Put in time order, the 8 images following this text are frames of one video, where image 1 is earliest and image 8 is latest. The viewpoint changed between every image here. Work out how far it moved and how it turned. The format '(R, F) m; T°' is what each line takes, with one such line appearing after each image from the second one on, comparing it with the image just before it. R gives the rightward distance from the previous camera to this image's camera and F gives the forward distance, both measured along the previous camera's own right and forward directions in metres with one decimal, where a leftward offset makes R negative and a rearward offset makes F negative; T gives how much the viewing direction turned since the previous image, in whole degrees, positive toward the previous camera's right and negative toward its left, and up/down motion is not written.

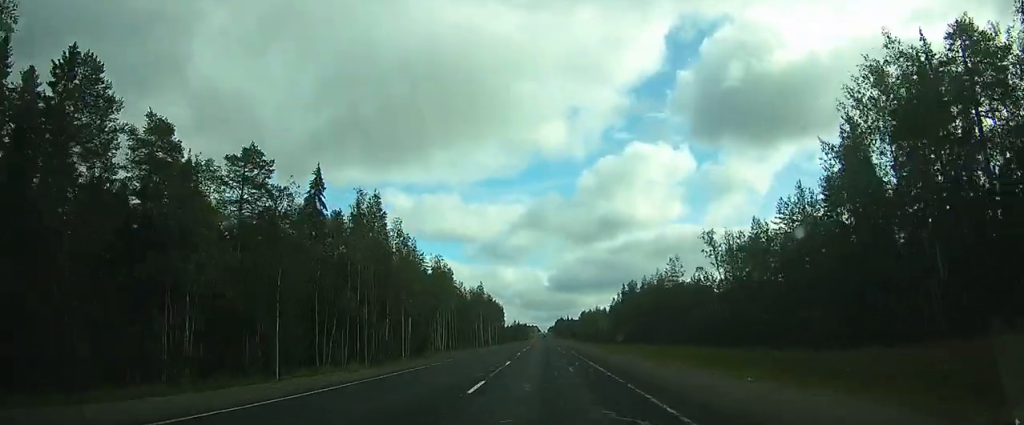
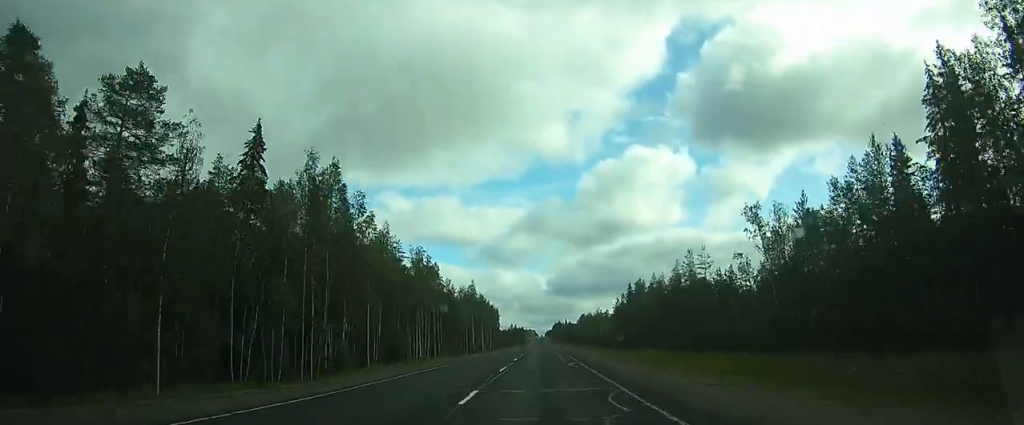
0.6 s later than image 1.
(0.0, +12.8) m; 0°
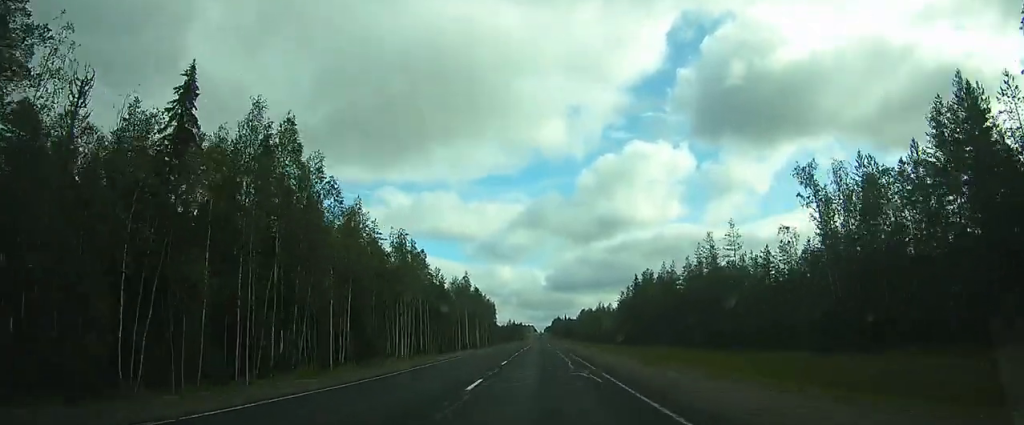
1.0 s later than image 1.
(0.0, +9.8) m; 0°
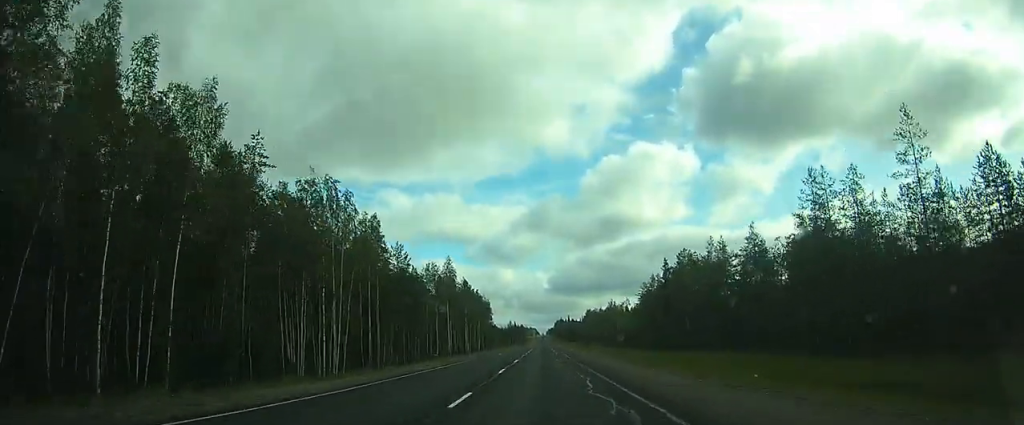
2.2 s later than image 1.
(0.0, +26.2) m; +1°
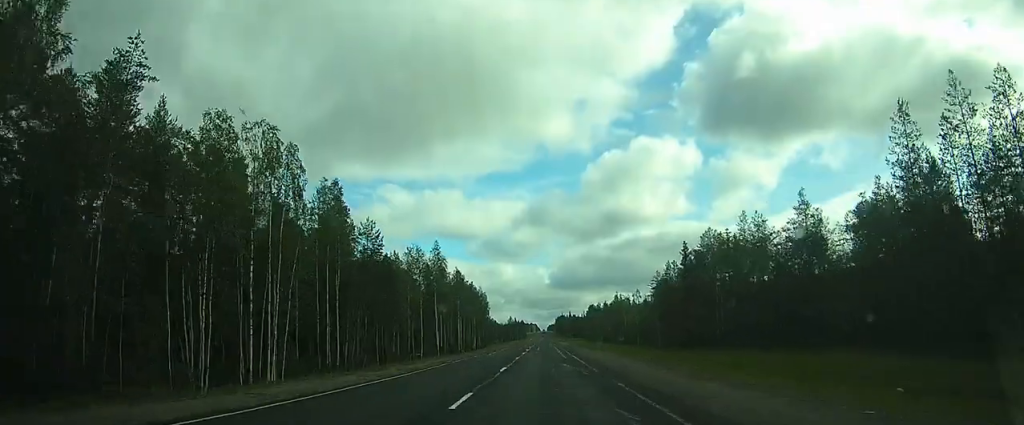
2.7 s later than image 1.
(+0.1, +12.0) m; 0°
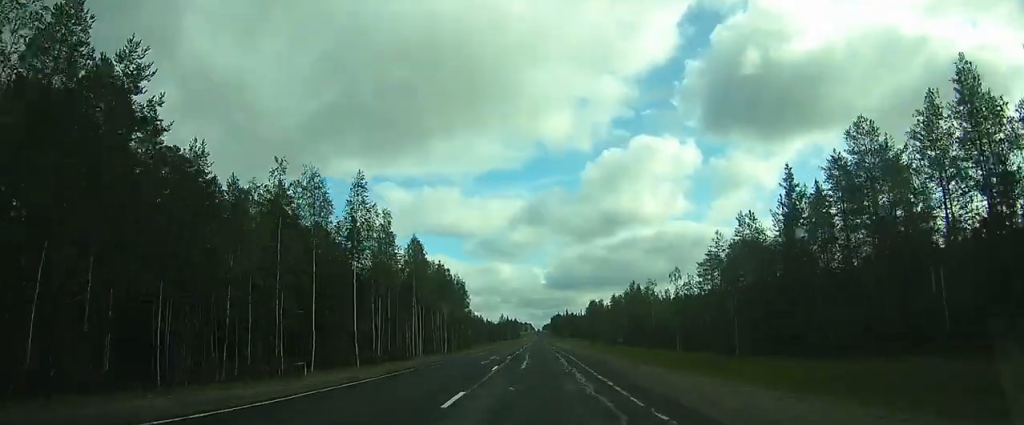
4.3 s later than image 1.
(0.0, +34.9) m; 0°
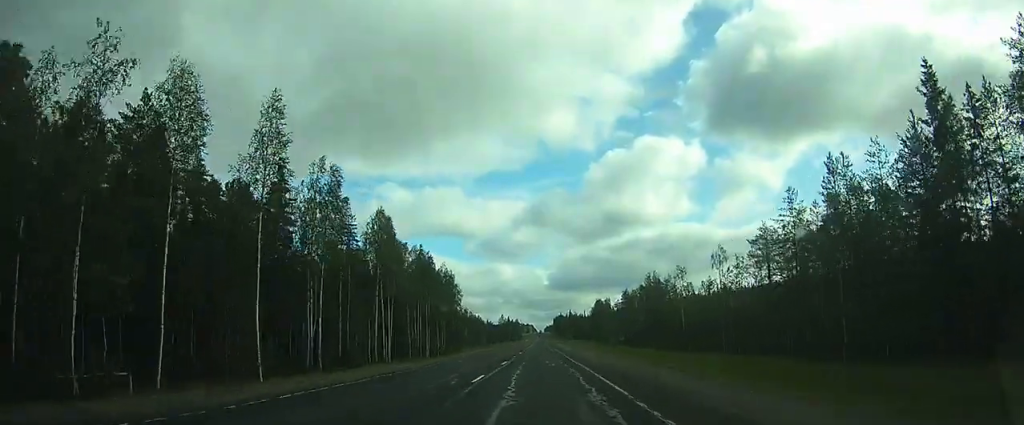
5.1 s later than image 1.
(0.0, +17.8) m; 0°
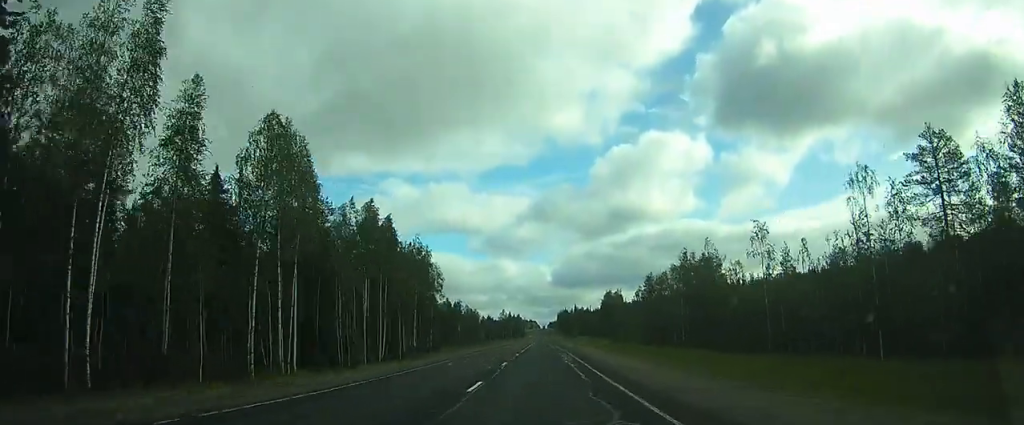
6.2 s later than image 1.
(+0.2, +26.2) m; +2°
